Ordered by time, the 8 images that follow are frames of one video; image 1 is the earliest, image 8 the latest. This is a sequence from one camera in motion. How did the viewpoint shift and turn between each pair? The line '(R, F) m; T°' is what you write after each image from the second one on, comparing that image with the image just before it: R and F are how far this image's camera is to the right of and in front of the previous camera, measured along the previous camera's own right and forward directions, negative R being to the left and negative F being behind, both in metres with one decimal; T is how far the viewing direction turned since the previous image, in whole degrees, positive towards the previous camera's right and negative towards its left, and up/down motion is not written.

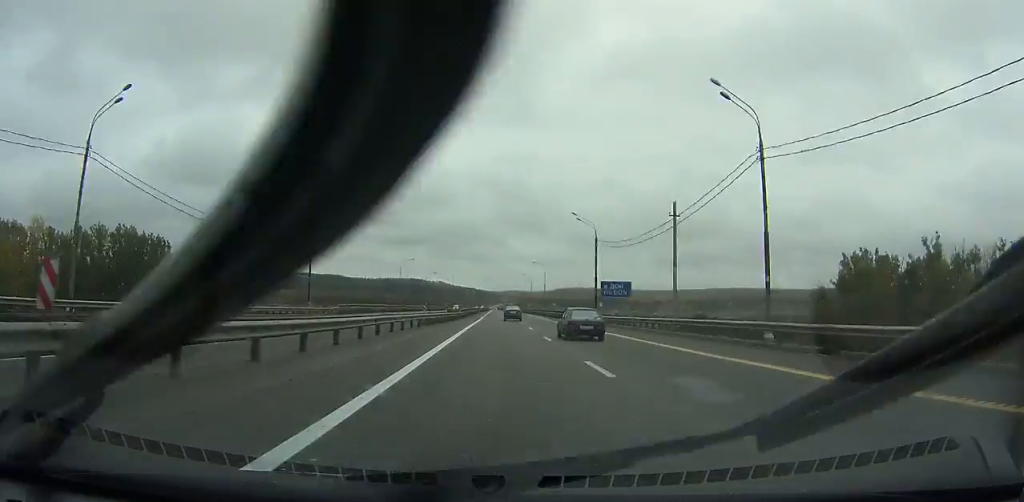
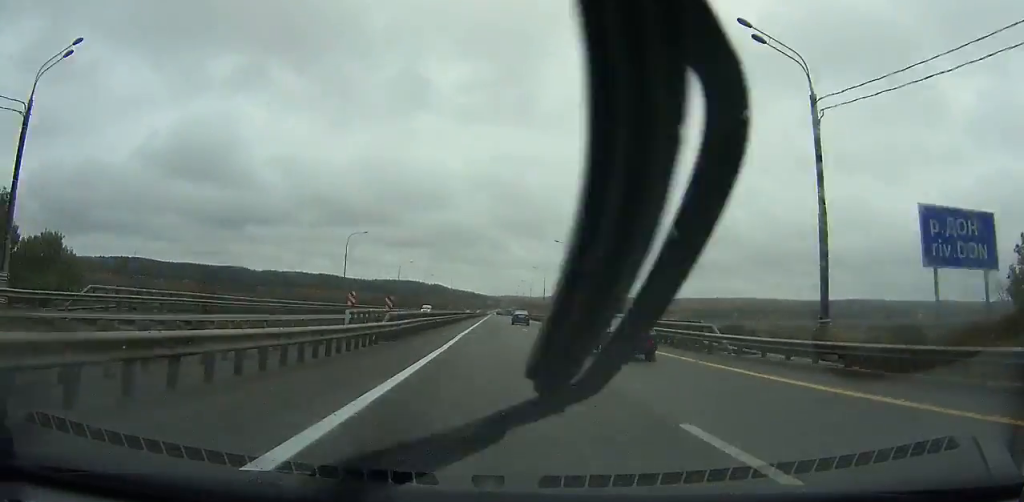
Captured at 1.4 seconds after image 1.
(+0.1, +43.9) m; 0°
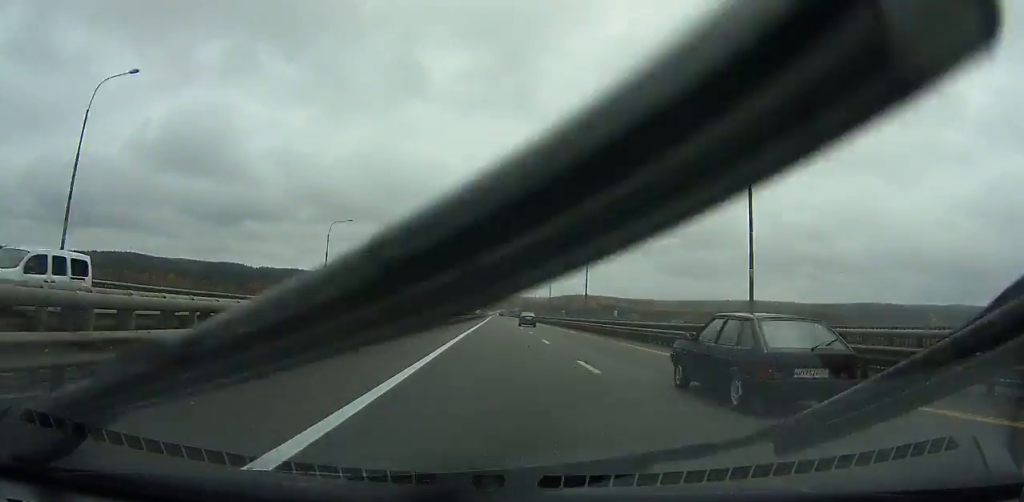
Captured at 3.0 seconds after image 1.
(+0.1, +50.2) m; 0°
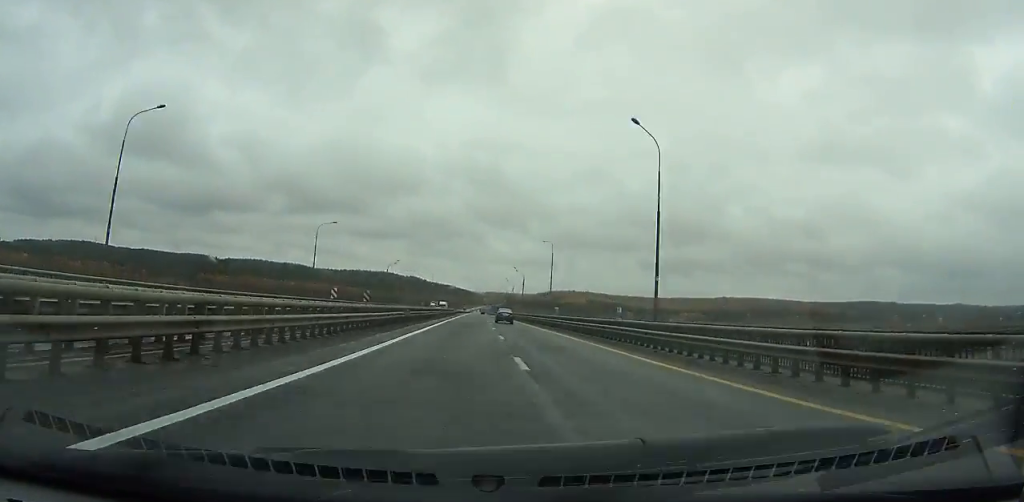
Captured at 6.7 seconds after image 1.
(+0.5, +116.7) m; +1°
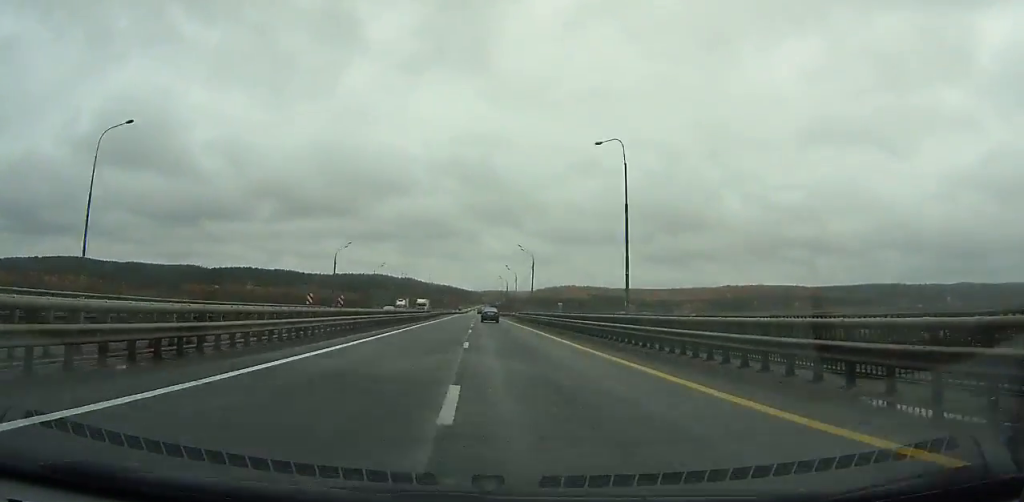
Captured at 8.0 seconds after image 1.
(+0.6, +41.5) m; 0°
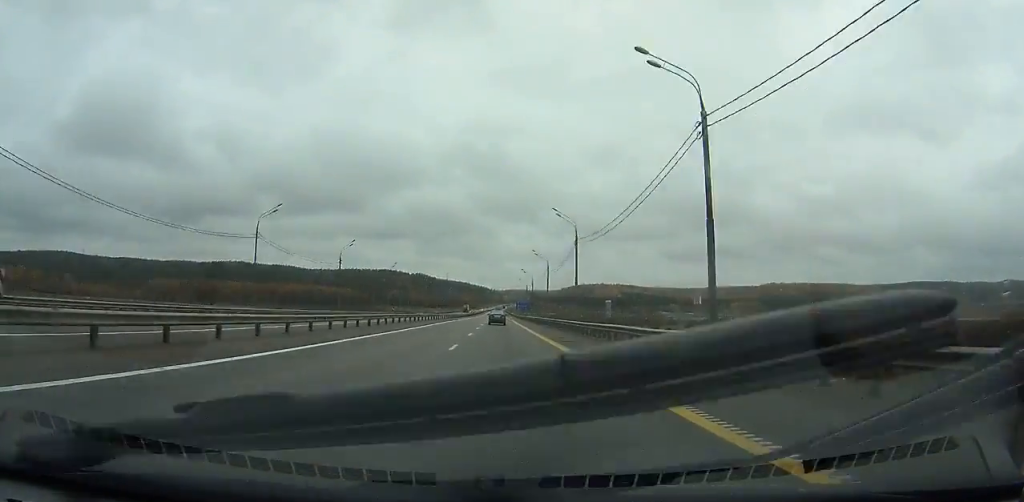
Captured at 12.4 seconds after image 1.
(-0.5, +141.4) m; -1°
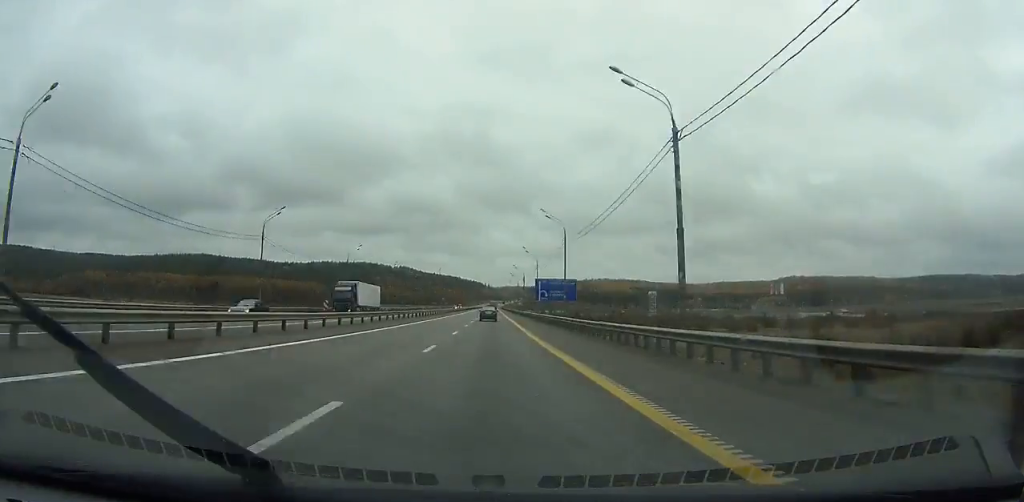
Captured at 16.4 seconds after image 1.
(-0.3, +130.6) m; 0°
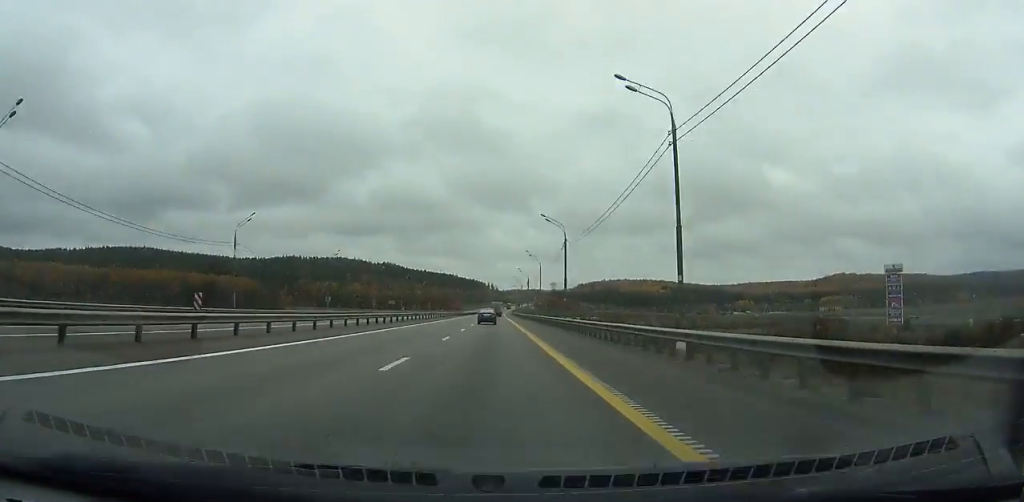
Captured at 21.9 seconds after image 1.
(0.0, +181.1) m; 0°
